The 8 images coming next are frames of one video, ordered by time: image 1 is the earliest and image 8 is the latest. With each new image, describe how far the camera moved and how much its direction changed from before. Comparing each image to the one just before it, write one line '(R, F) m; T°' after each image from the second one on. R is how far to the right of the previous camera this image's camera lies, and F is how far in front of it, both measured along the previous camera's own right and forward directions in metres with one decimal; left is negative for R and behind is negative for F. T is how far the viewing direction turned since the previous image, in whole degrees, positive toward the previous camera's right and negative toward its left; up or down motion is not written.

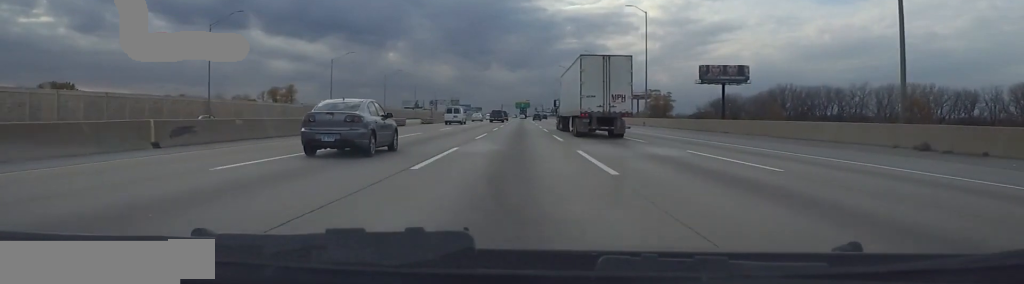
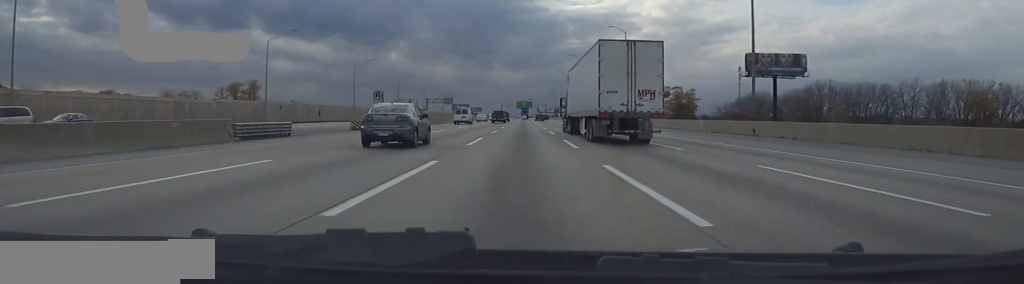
(0.0, +36.1) m; 0°
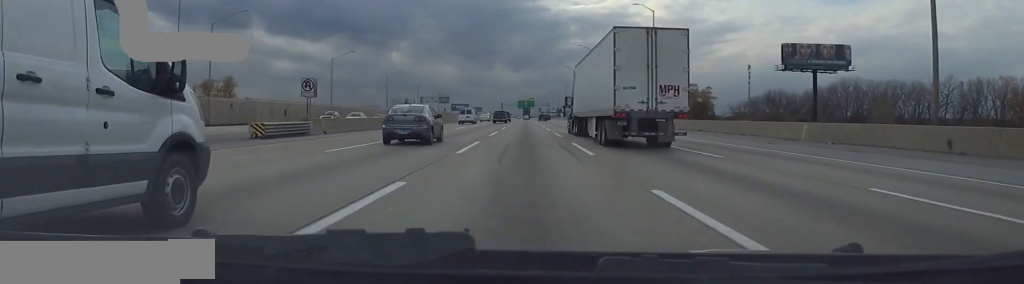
(0.0, +19.8) m; 0°
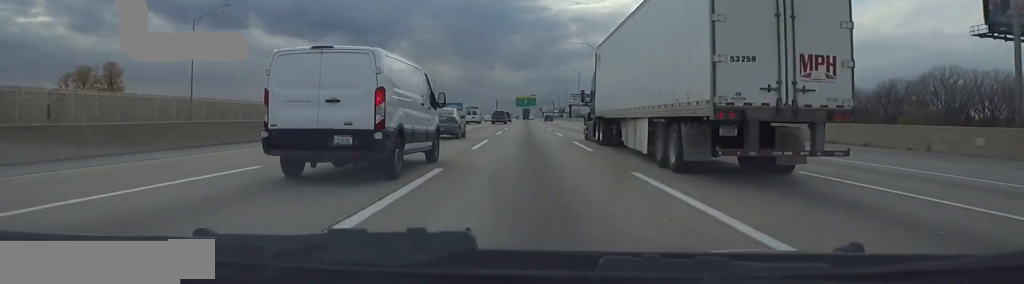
(0.0, +59.3) m; 0°
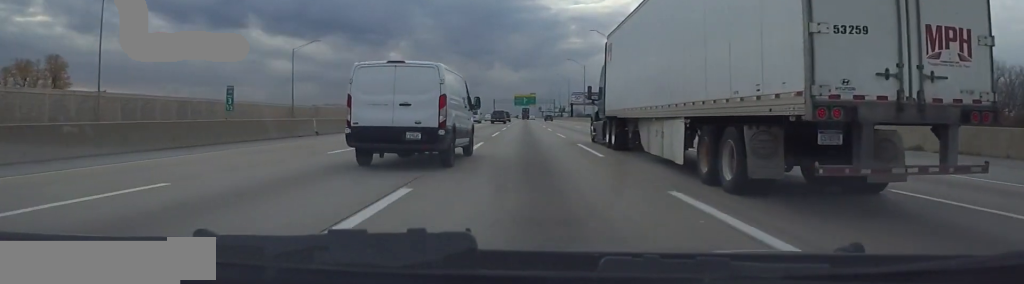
(0.0, +18.8) m; 0°
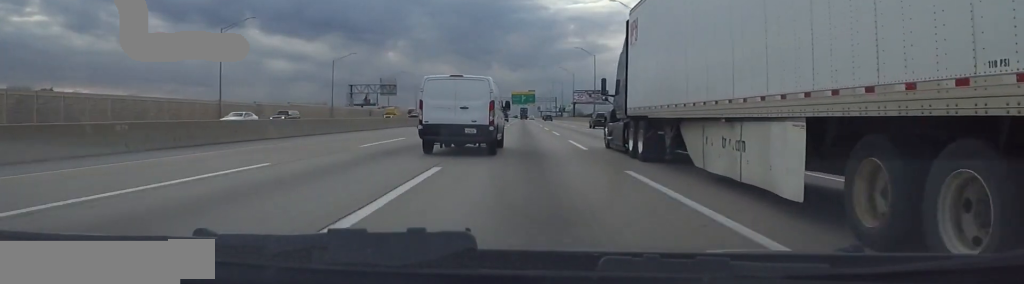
(0.0, +27.9) m; 0°
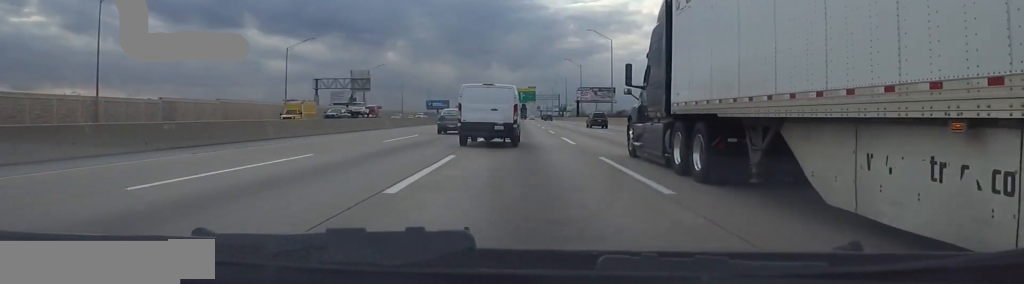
(0.0, +27.4) m; -2°
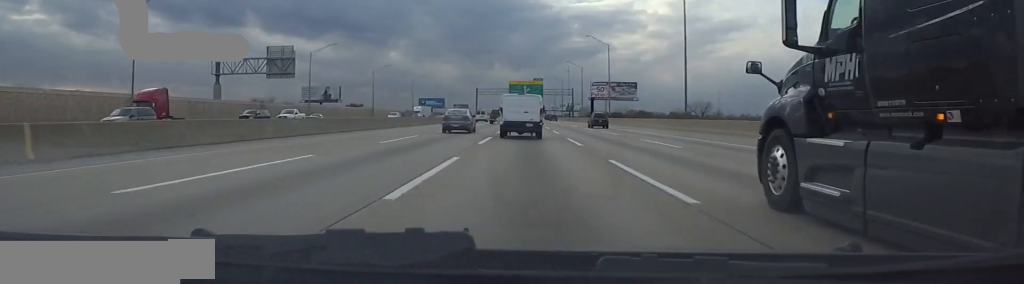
(-1.6, +47.1) m; 0°
